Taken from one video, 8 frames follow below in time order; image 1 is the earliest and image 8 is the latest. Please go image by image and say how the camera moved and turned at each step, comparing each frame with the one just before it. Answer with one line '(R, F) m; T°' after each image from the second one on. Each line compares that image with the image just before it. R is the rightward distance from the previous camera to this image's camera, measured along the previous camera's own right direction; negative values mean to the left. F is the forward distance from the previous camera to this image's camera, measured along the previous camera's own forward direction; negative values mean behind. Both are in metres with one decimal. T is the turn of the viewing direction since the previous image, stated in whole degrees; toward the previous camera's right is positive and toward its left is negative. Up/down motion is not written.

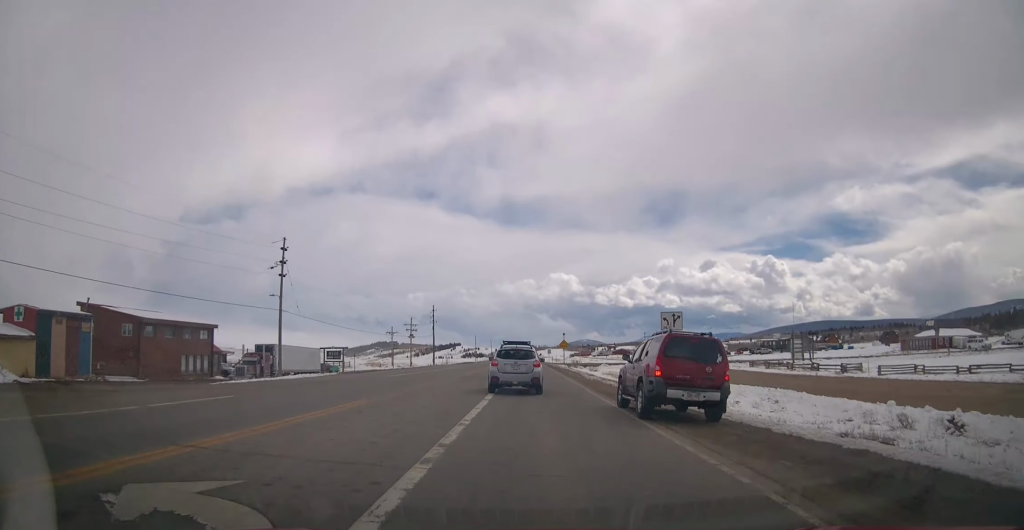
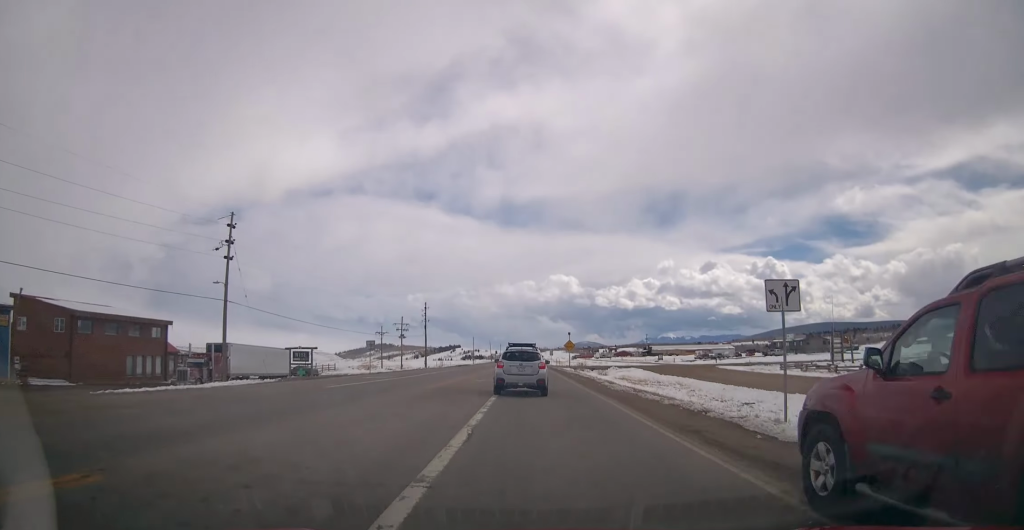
(-0.4, +10.3) m; 0°
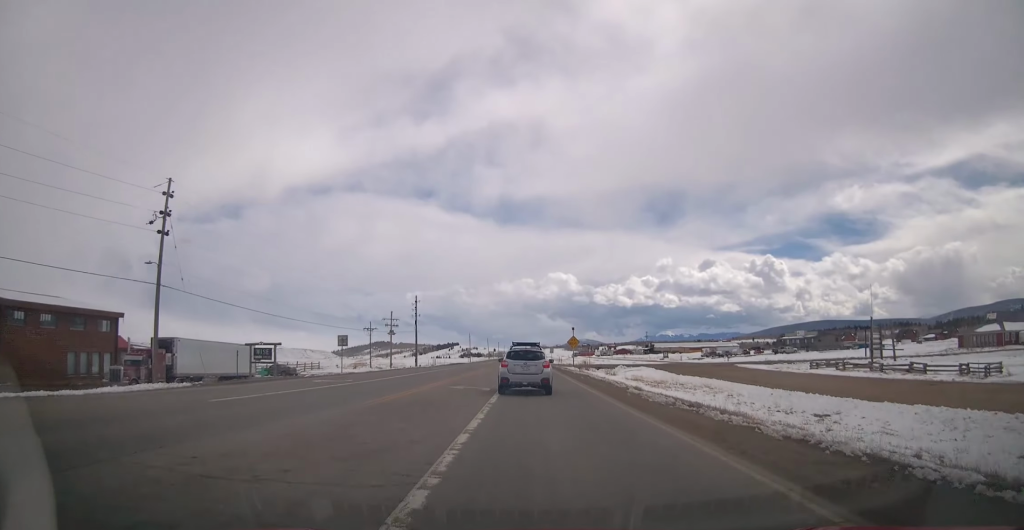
(+0.2, +8.0) m; +1°
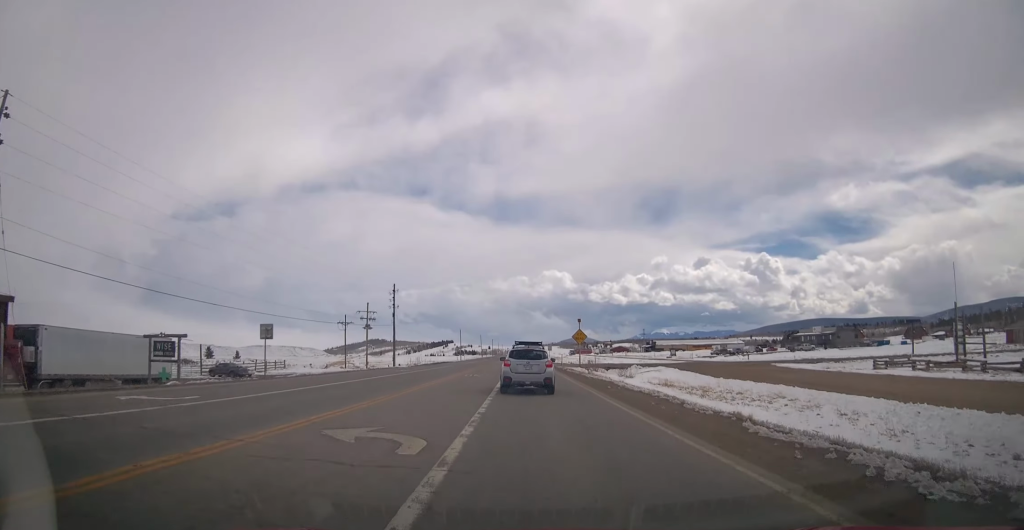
(+0.3, +13.7) m; +1°
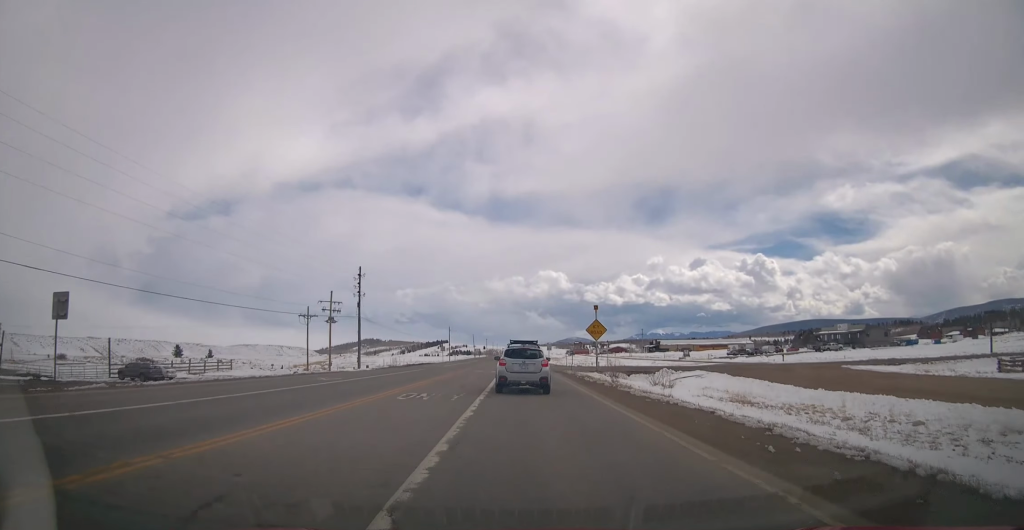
(0.0, +16.8) m; 0°
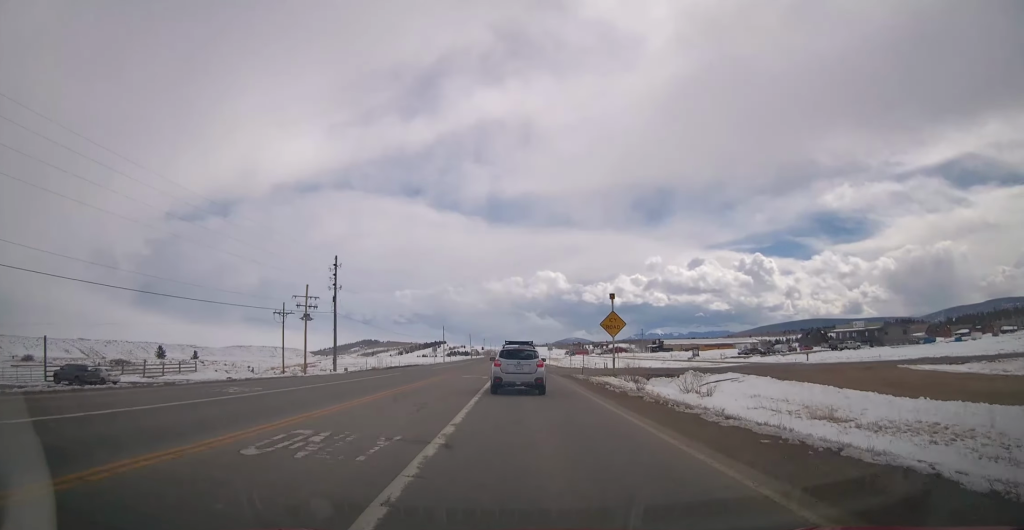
(0.0, +8.8) m; 0°
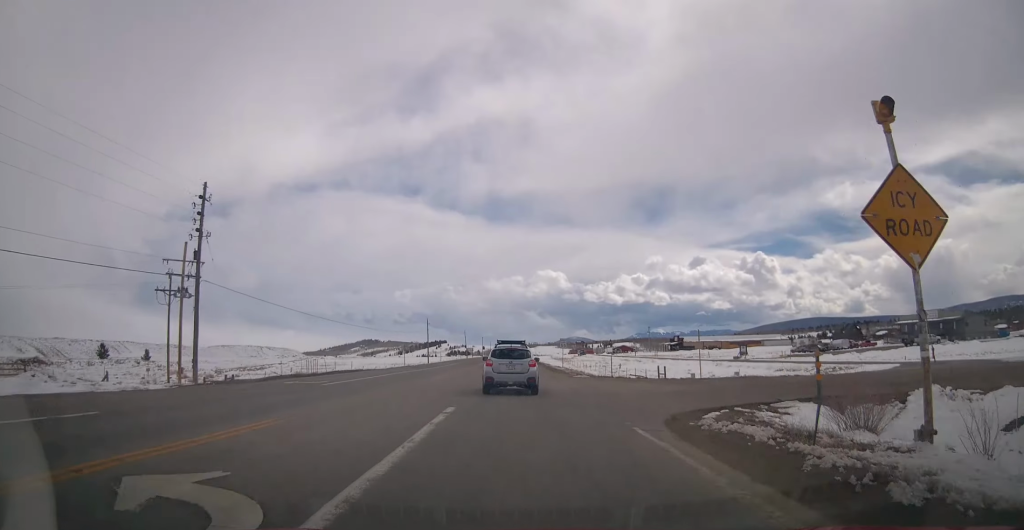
(-0.1, +28.8) m; 0°
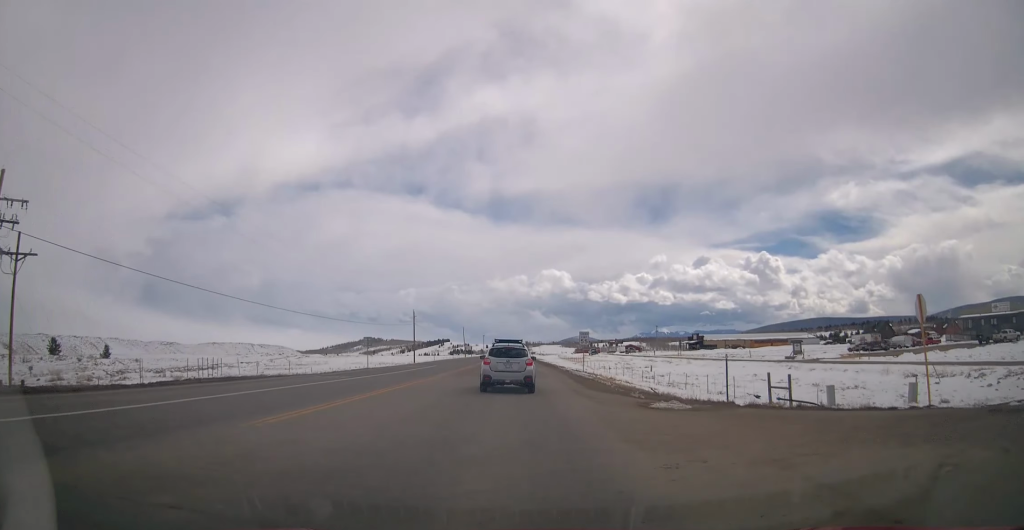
(0.0, +19.9) m; 0°
